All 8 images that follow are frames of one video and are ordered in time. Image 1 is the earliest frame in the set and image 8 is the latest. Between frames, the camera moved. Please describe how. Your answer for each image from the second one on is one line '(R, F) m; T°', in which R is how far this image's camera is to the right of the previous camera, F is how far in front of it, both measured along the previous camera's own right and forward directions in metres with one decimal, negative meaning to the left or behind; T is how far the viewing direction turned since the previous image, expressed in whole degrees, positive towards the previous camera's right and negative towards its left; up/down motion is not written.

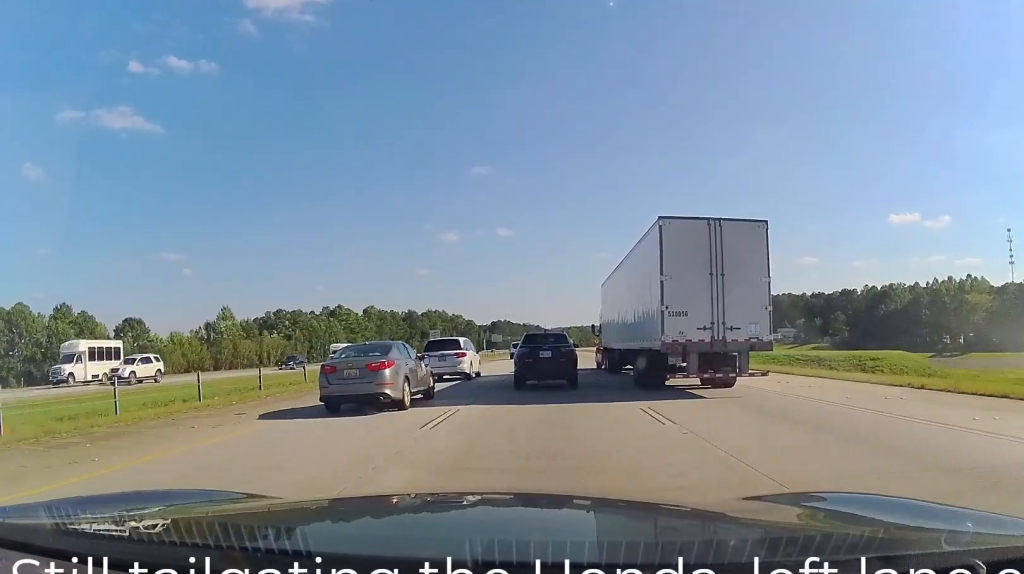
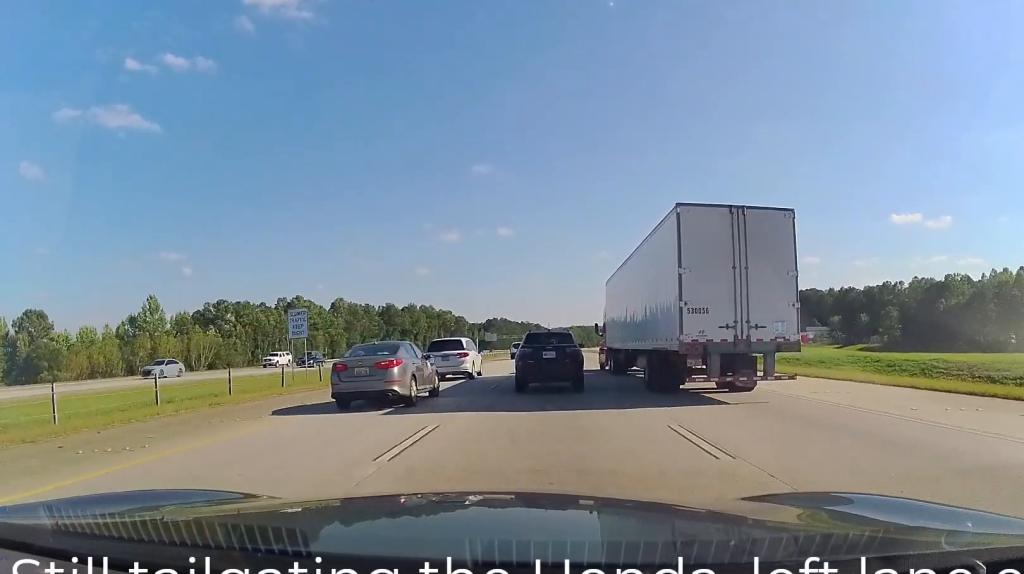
(0.0, +39.5) m; 0°
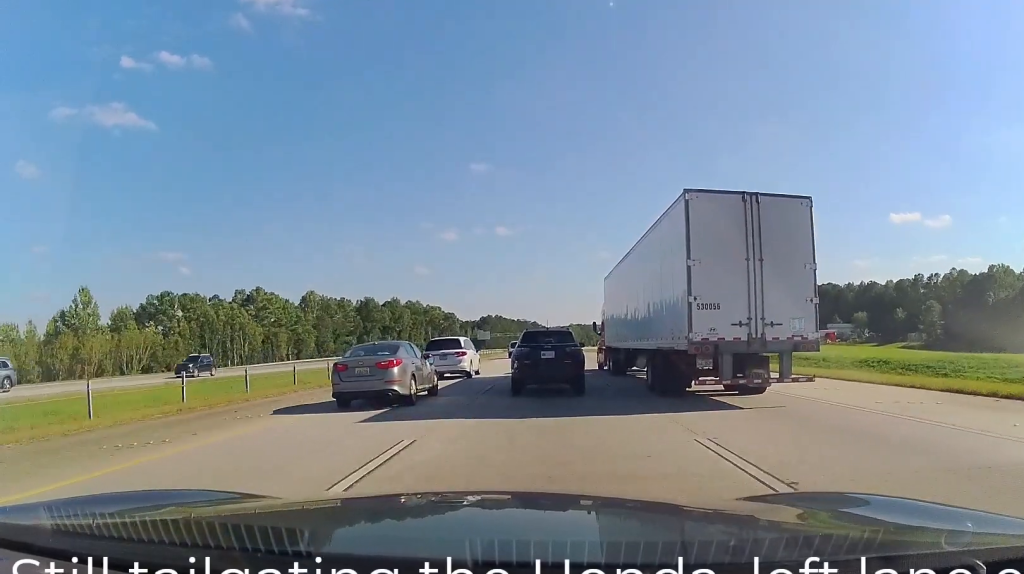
(0.0, +25.9) m; 0°
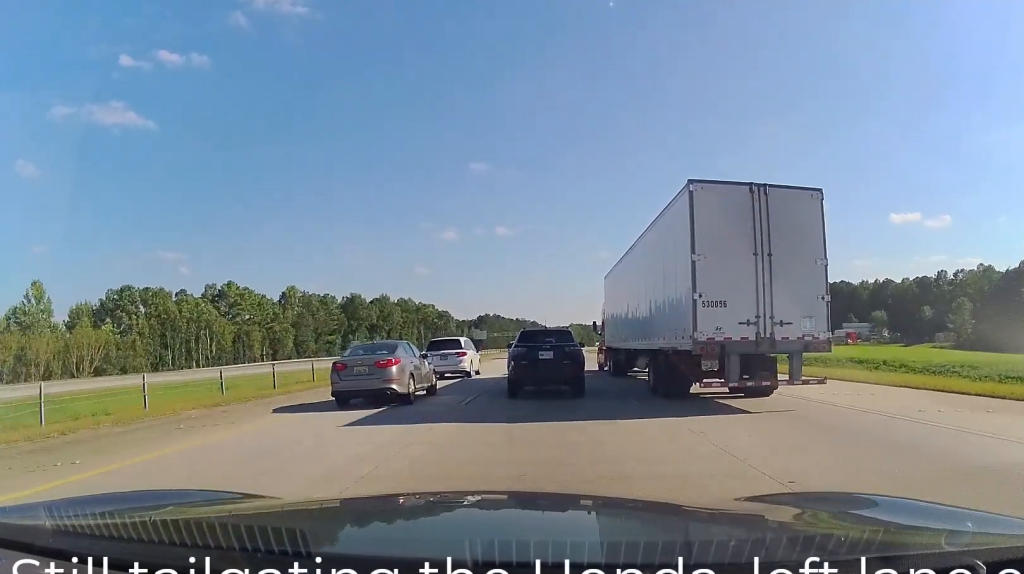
(0.0, +15.5) m; 0°
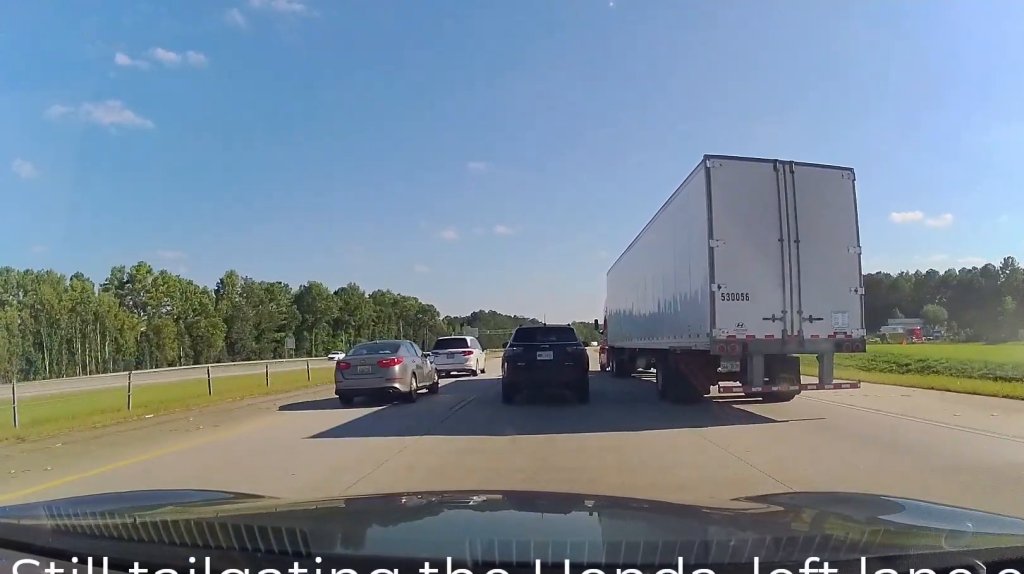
(0.0, +37.1) m; +1°
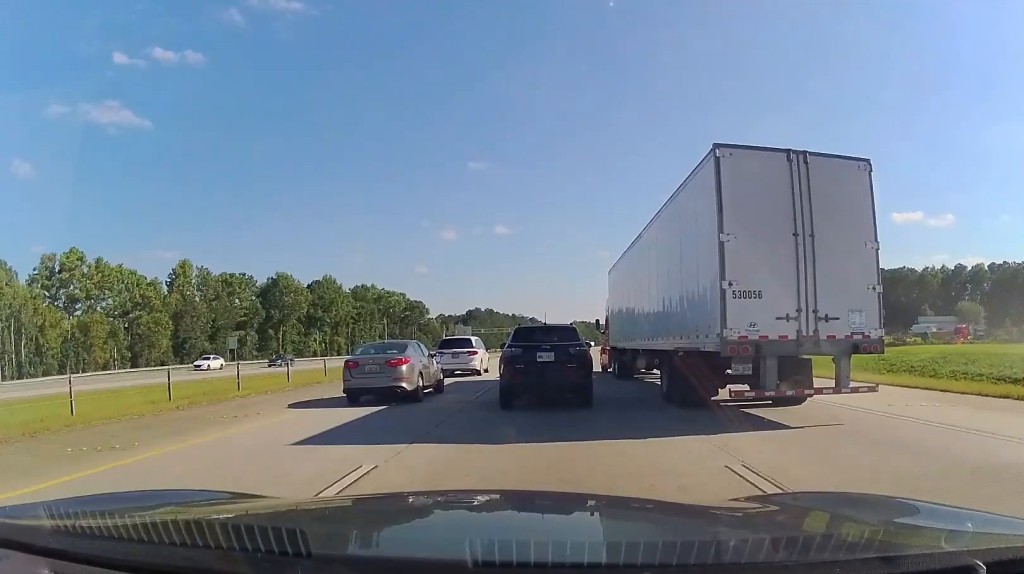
(+0.1, +20.5) m; 0°
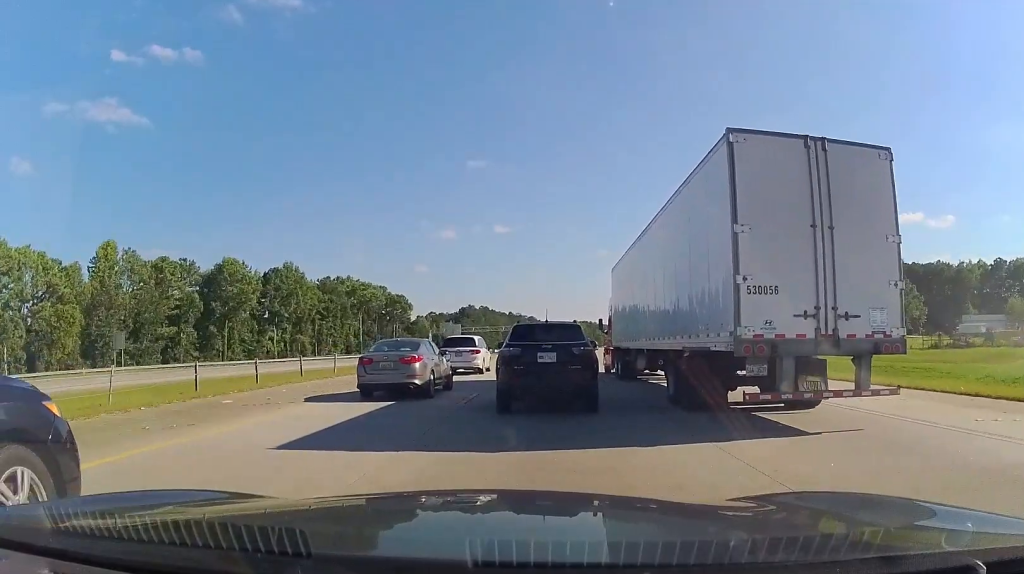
(0.0, +25.5) m; 0°
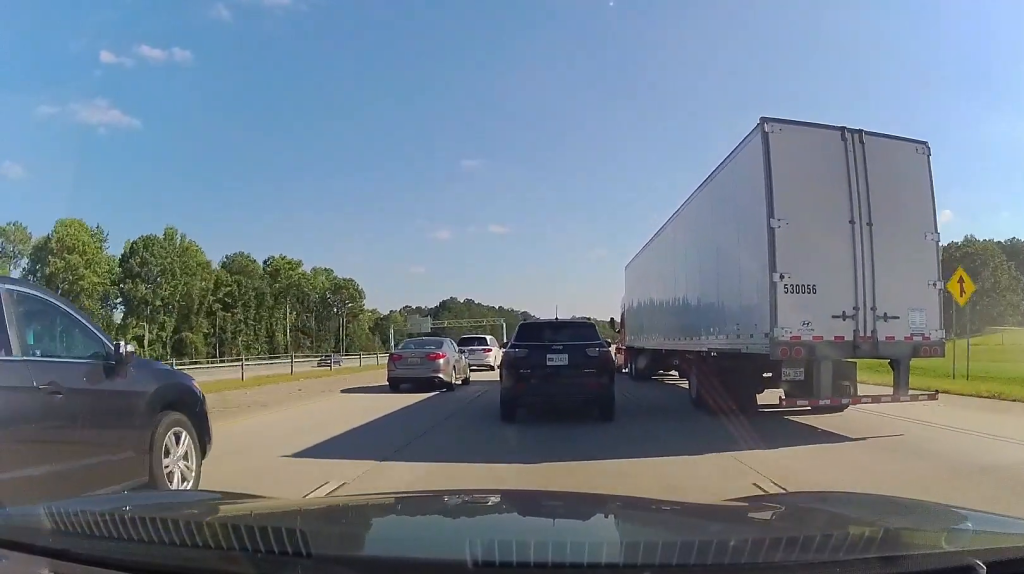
(0.0, +46.6) m; 0°
